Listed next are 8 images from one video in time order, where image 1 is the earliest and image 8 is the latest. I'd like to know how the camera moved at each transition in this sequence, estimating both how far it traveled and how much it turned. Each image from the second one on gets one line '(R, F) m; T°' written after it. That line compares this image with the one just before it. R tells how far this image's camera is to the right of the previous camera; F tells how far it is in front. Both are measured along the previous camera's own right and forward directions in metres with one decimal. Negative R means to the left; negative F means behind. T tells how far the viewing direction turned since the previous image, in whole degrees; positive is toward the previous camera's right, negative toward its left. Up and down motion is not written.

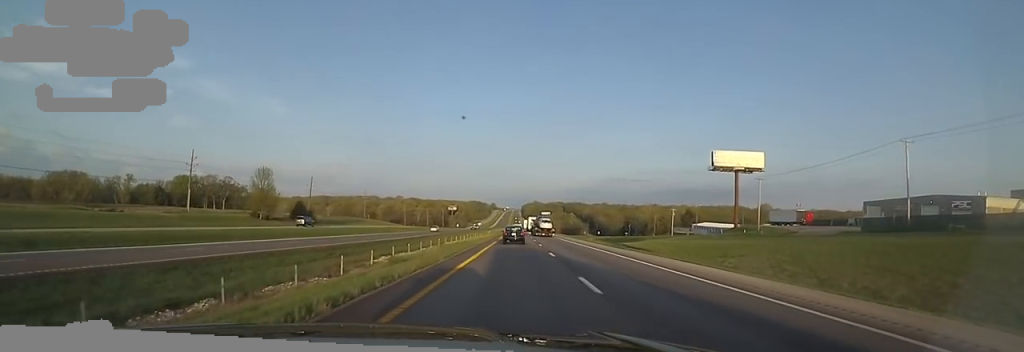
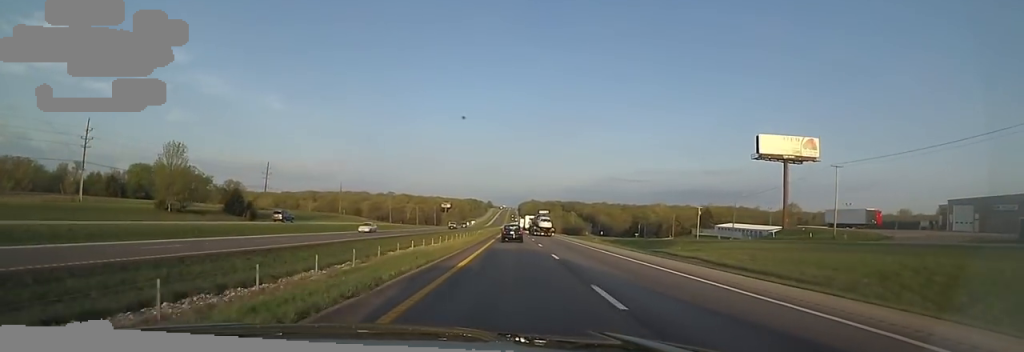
(-0.9, +26.5) m; -1°
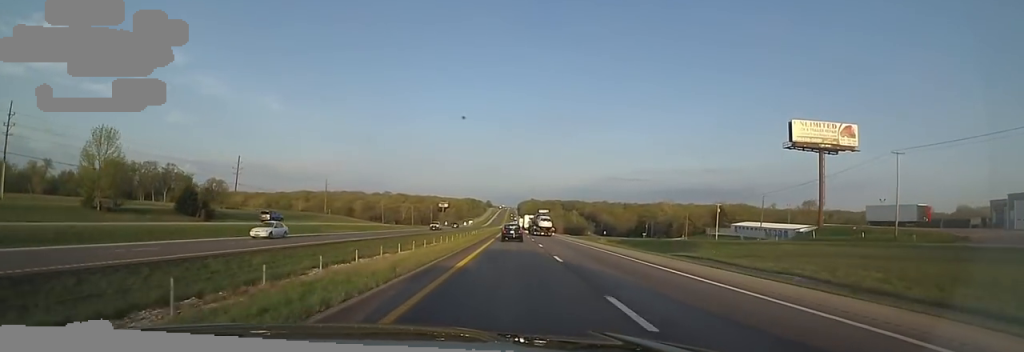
(-0.5, +13.8) m; -1°
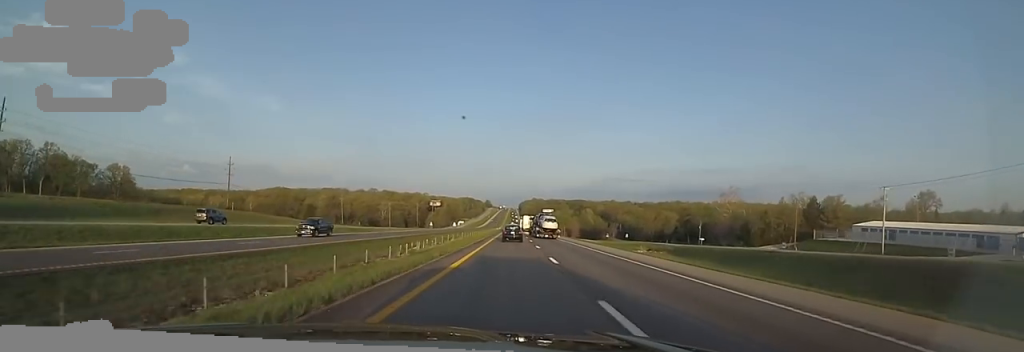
(+3.0, +62.0) m; +4°
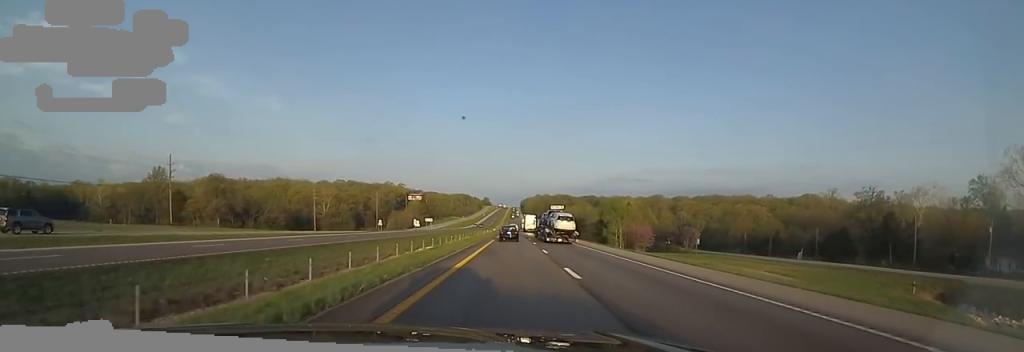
(-3.6, +102.7) m; -2°
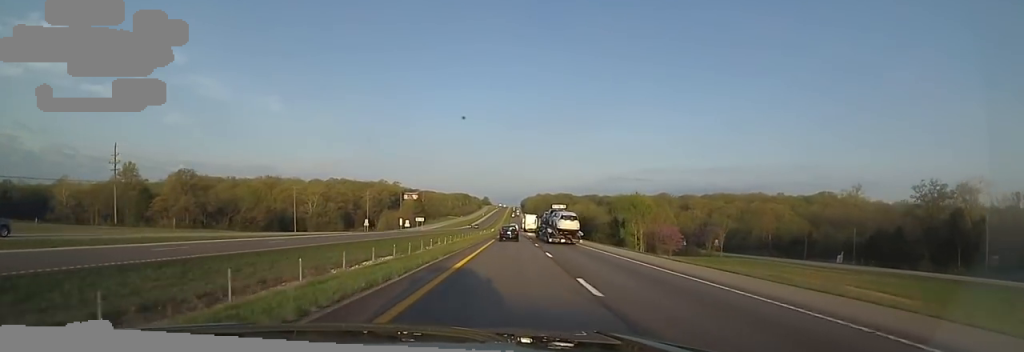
(+0.4, +15.7) m; 0°
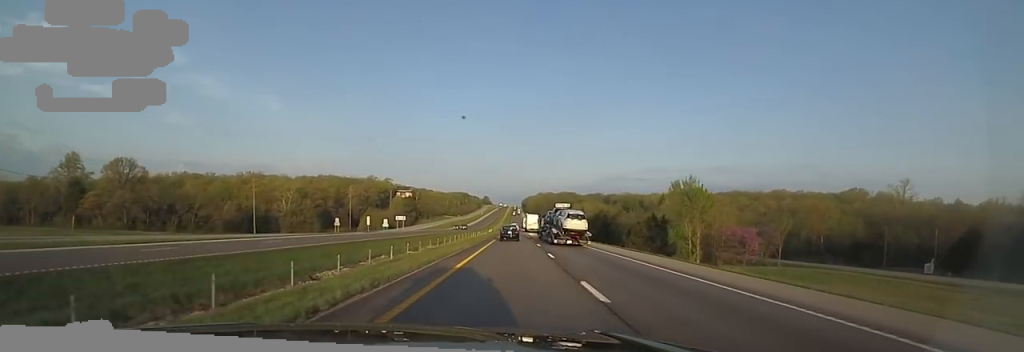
(-1.1, +25.4) m; -1°
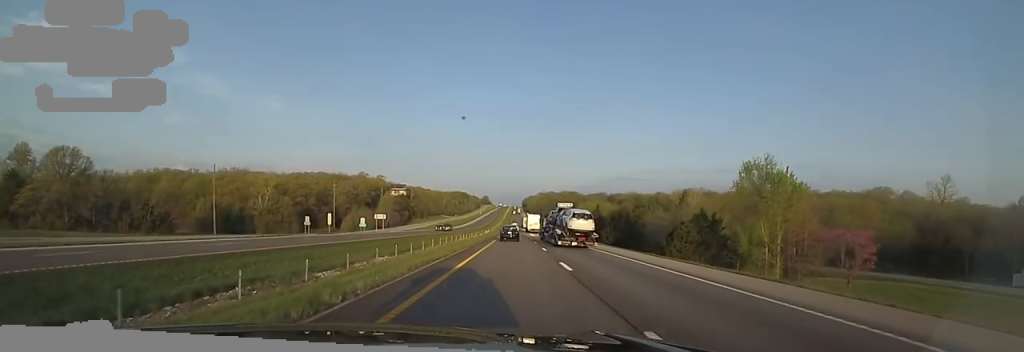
(0.0, +18.4) m; +1°
